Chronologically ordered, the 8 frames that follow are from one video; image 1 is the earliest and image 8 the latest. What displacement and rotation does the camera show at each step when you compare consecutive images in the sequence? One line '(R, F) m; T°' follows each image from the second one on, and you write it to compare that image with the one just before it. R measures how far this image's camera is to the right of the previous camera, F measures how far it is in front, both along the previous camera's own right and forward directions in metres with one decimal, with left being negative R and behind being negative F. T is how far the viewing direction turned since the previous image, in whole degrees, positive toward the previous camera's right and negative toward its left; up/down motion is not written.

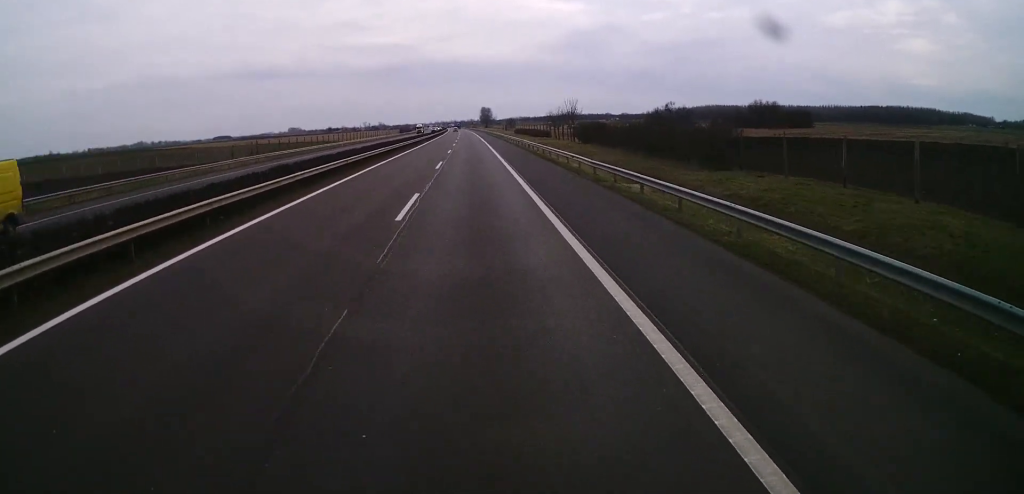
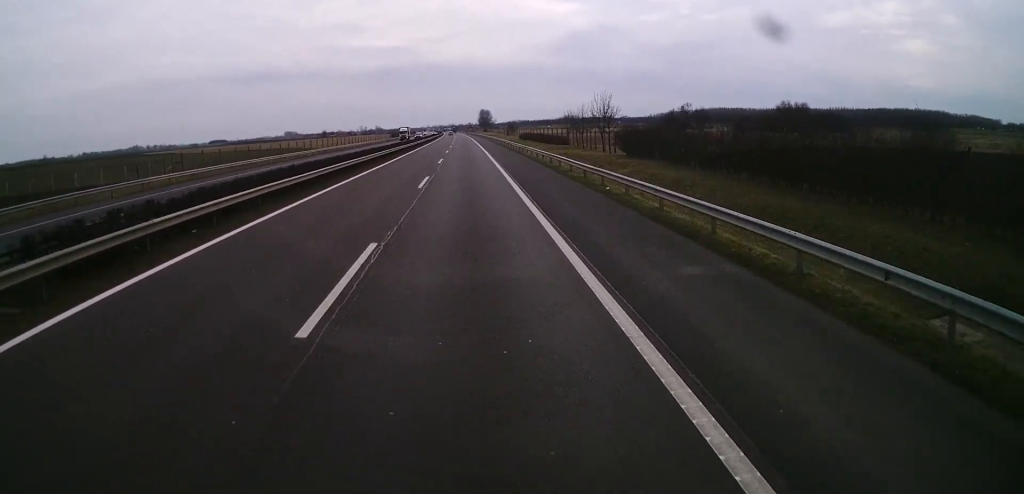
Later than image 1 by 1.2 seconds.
(+0.2, +24.4) m; +1°
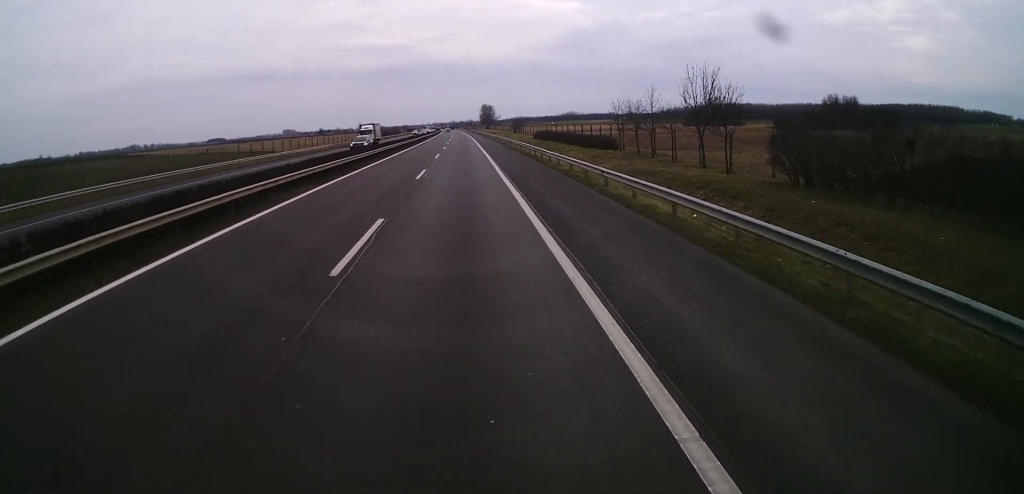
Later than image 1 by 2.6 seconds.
(0.0, +32.5) m; 0°
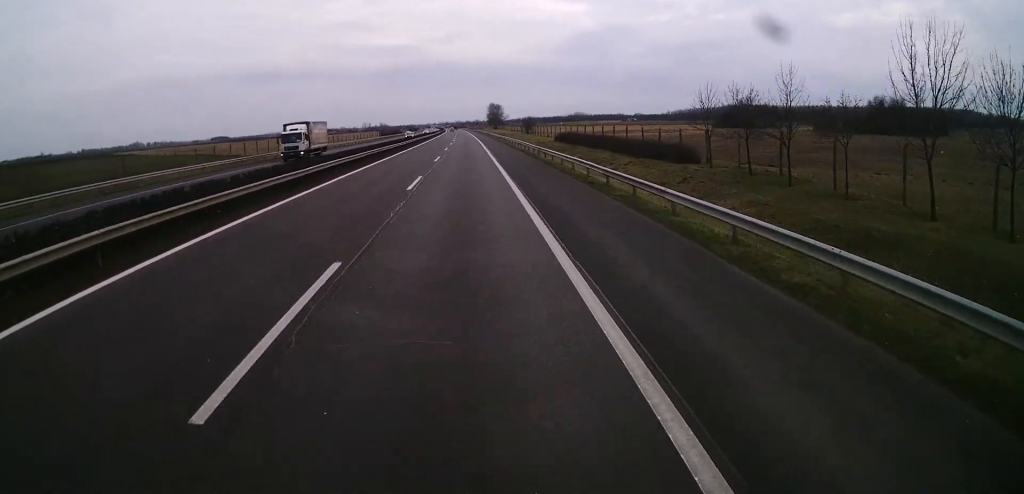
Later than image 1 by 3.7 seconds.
(0.0, +23.5) m; 0°
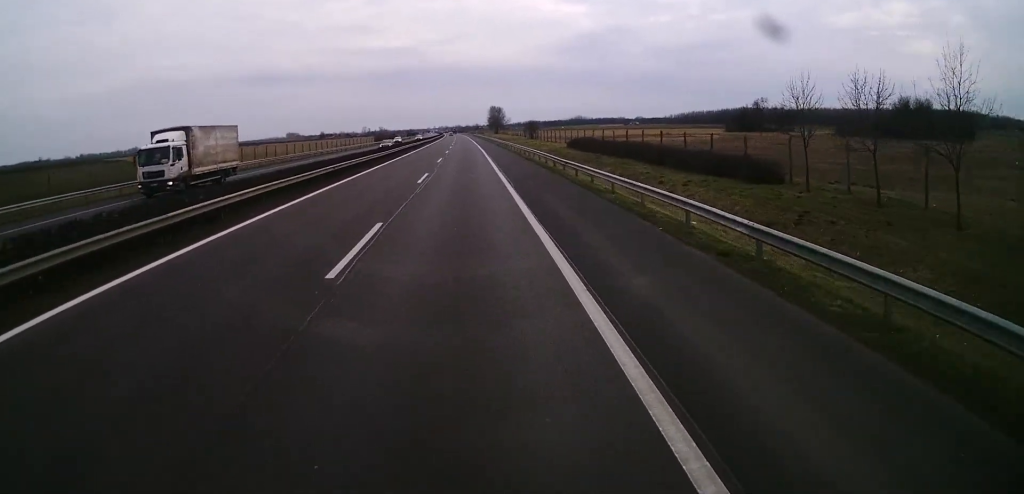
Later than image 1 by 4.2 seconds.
(0.0, +13.0) m; 0°
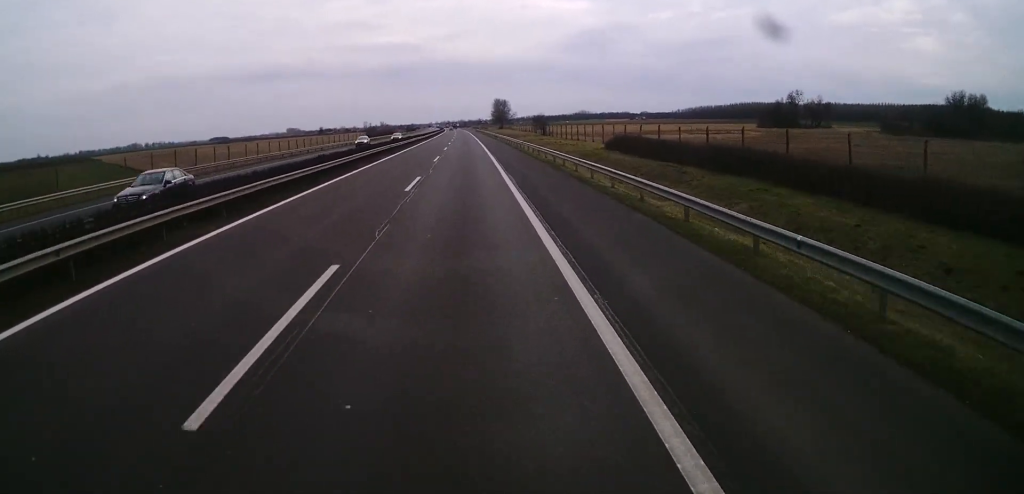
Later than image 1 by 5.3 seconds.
(+0.1, +24.2) m; 0°
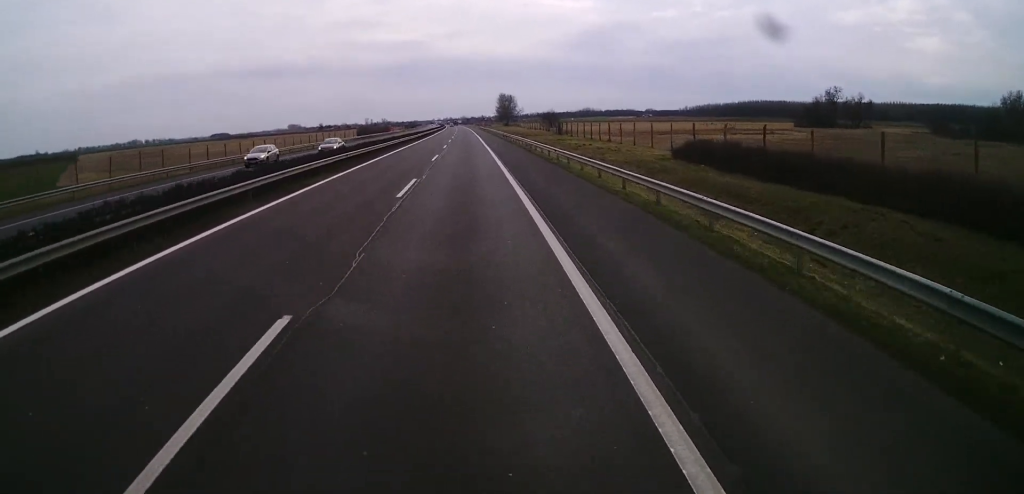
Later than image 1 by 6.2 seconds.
(-0.1, +22.3) m; -1°
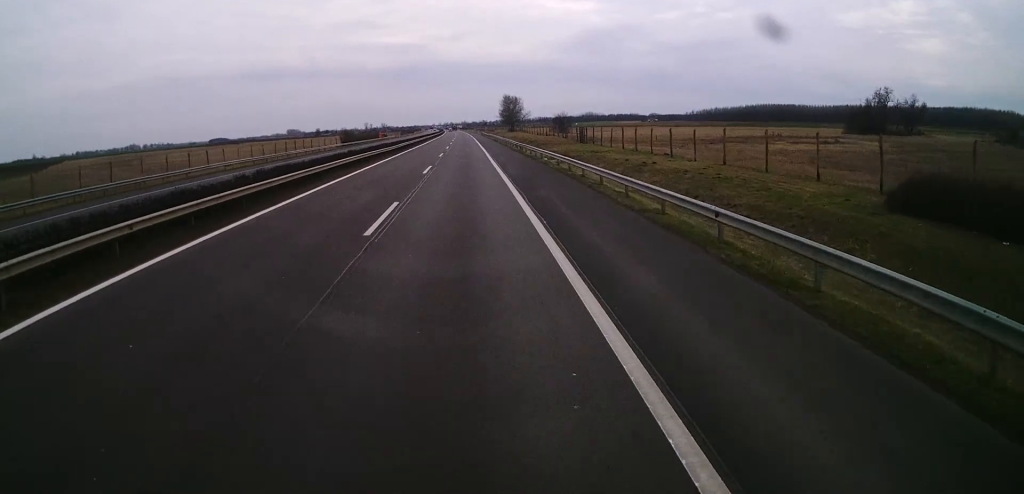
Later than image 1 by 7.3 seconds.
(-0.3, +26.2) m; 0°
